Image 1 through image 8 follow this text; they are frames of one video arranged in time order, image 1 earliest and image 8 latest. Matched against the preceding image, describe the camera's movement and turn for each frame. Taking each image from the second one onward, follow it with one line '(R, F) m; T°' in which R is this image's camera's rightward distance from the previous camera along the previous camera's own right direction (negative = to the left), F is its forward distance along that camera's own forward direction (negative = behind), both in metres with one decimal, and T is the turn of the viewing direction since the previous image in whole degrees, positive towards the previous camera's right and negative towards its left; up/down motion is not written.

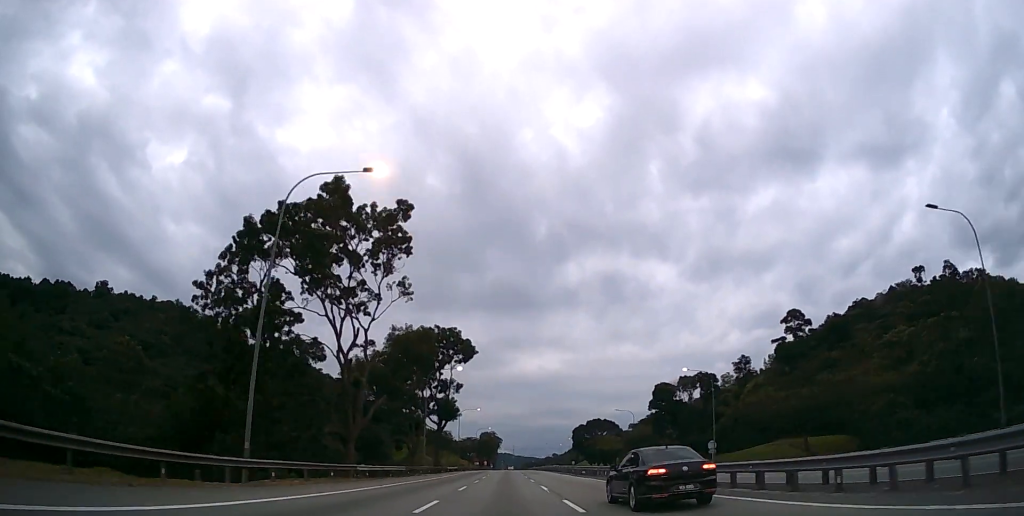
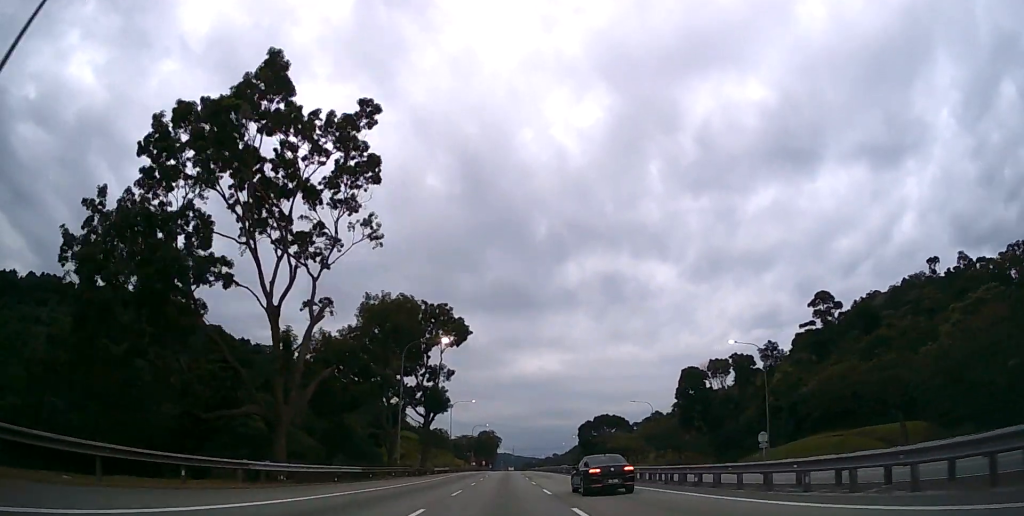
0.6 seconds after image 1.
(0.0, +14.7) m; 0°
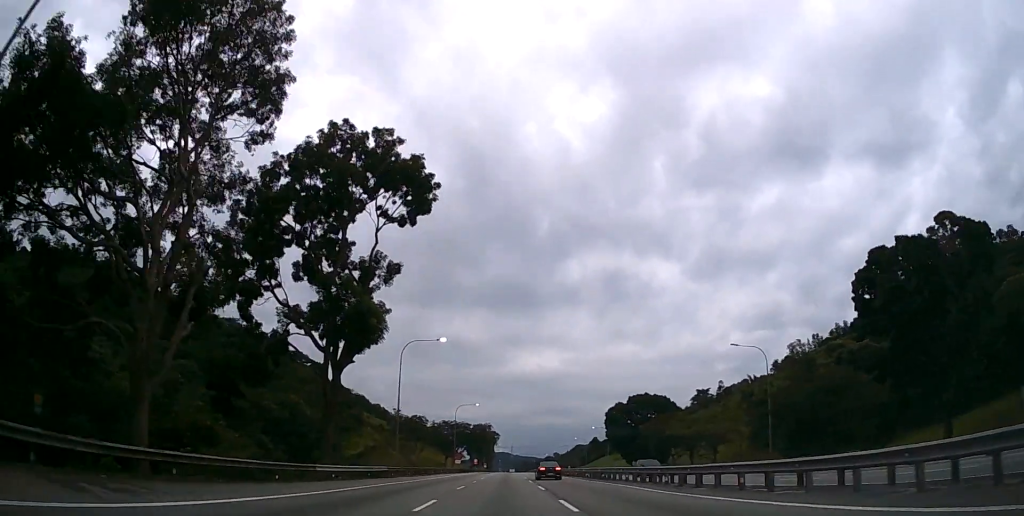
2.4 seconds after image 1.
(-0.1, +44.2) m; 0°
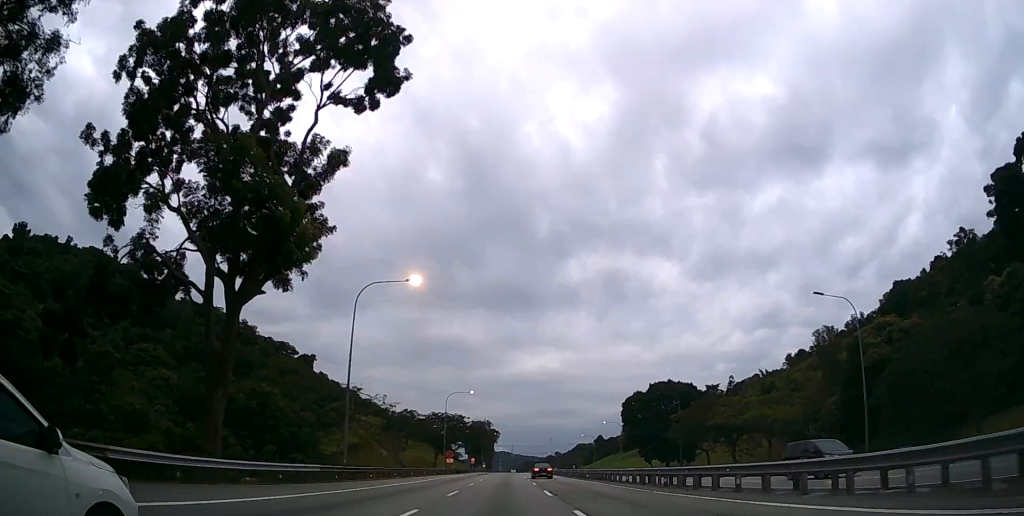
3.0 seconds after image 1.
(0.0, +15.8) m; 0°
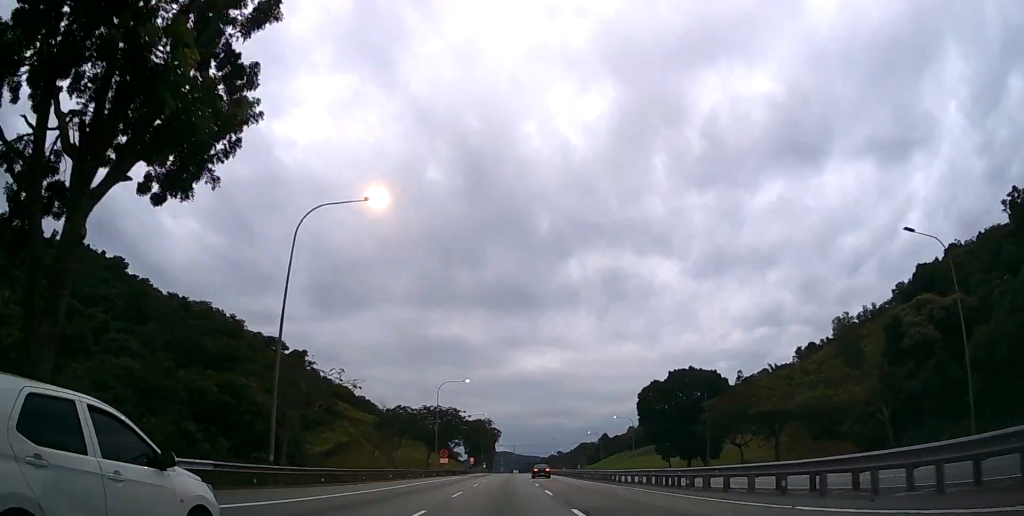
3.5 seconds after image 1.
(0.0, +10.9) m; 0°
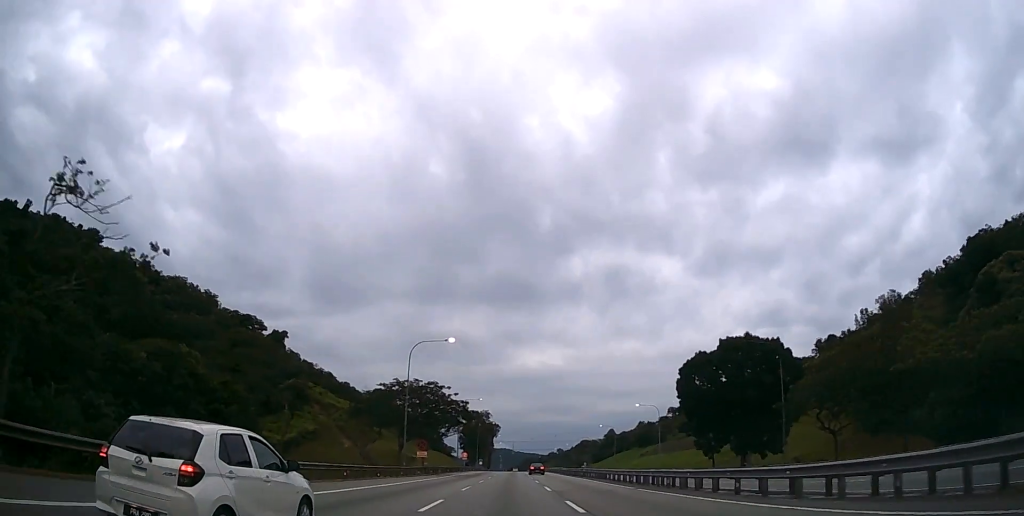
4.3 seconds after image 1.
(-0.1, +20.7) m; 0°
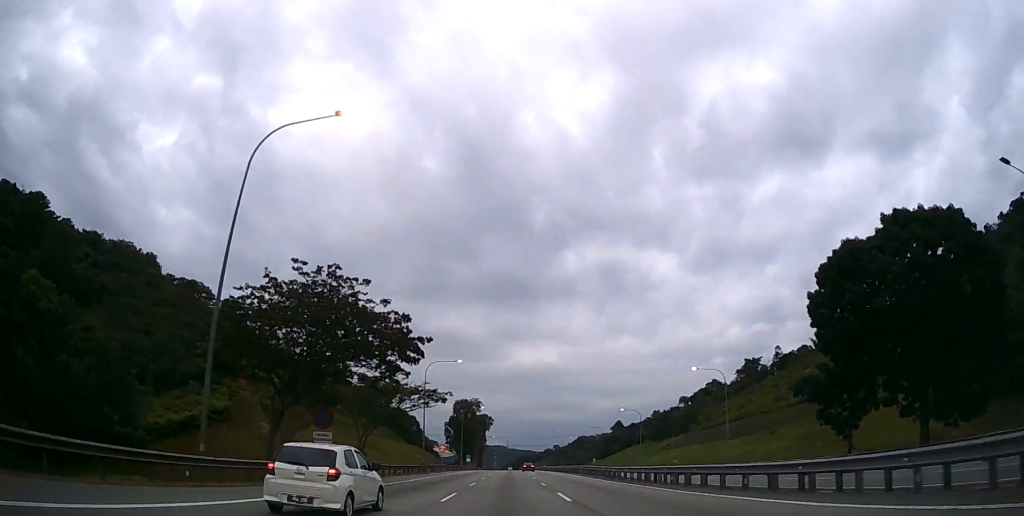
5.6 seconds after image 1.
(+0.2, +32.4) m; +1°
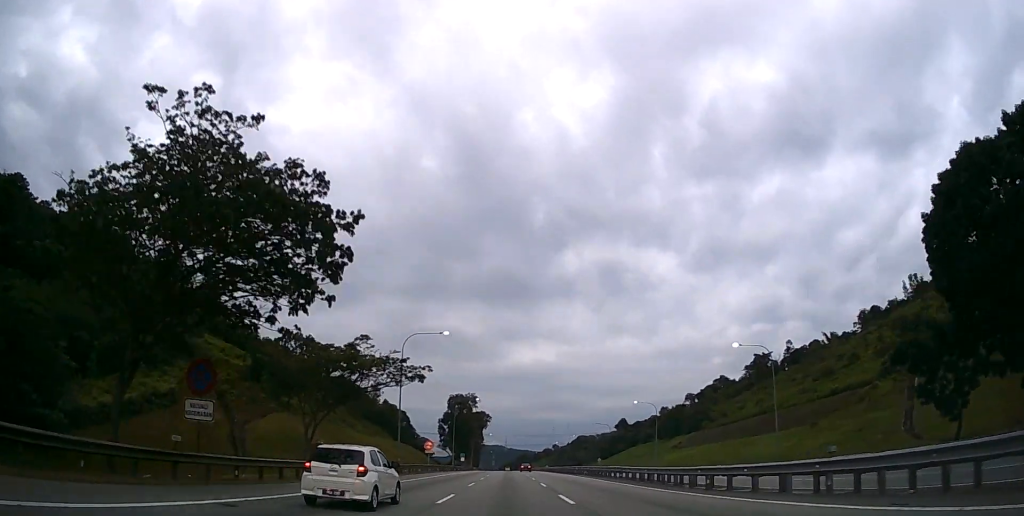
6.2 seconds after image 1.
(0.0, +12.7) m; 0°
